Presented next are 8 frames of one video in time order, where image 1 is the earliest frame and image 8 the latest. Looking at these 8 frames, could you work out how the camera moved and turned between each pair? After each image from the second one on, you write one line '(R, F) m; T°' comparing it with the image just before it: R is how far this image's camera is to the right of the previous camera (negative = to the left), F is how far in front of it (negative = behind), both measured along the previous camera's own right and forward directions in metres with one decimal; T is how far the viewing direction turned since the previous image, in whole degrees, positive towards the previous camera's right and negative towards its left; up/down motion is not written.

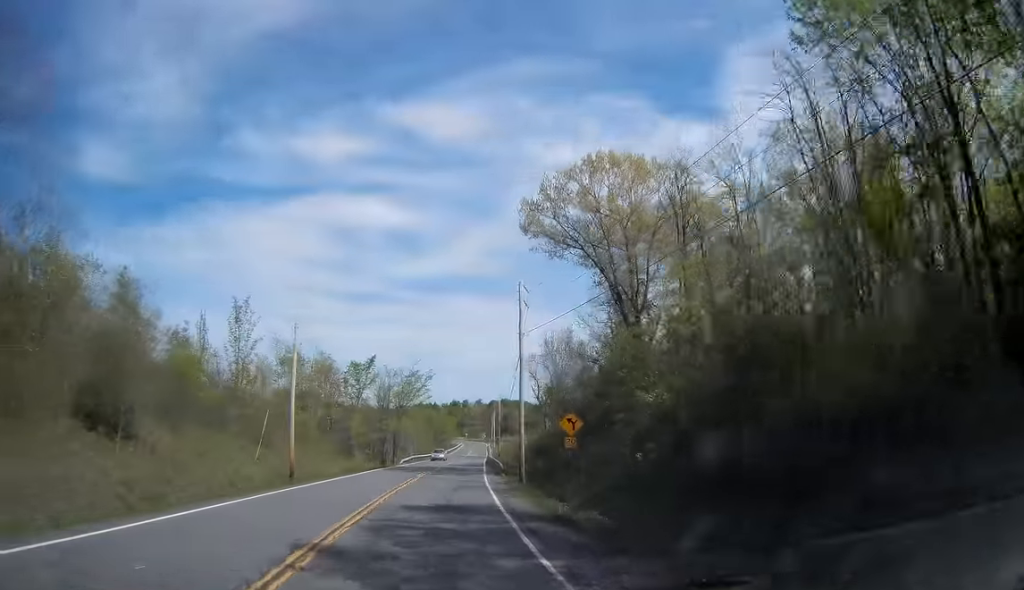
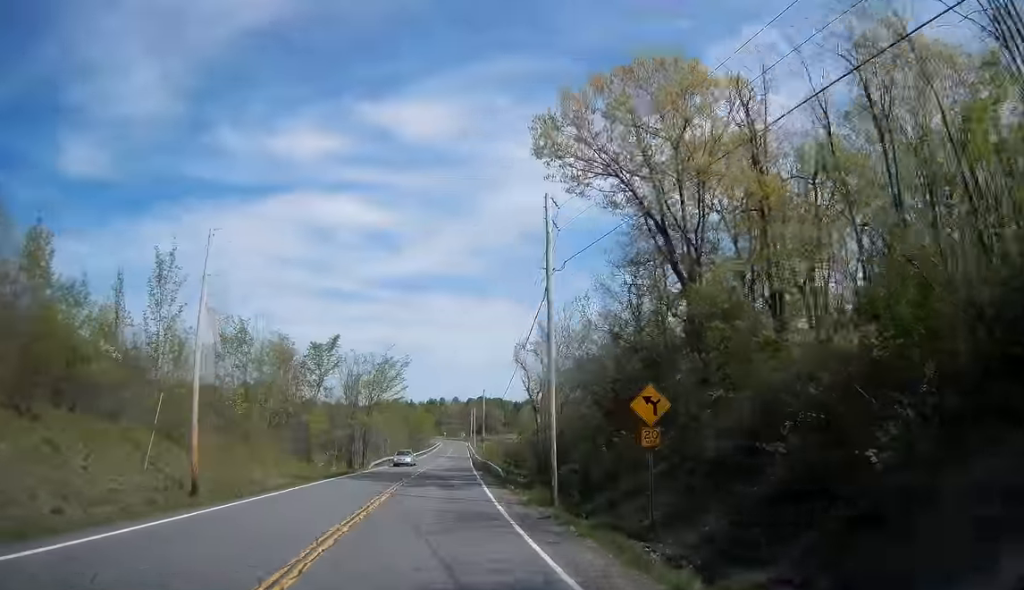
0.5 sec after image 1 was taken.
(+0.1, +12.3) m; +3°
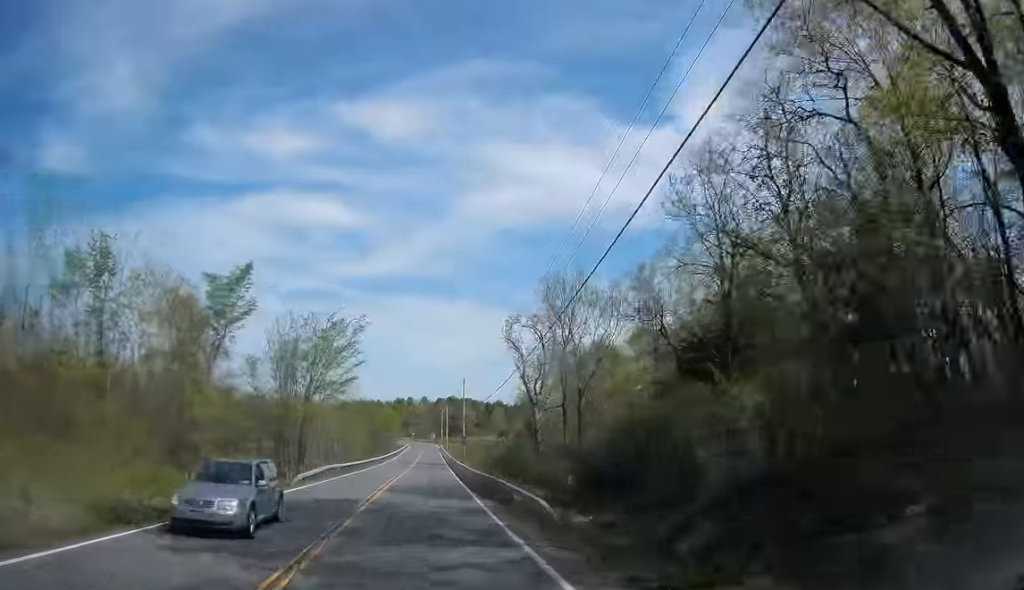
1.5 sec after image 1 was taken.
(+1.1, +21.1) m; +4°
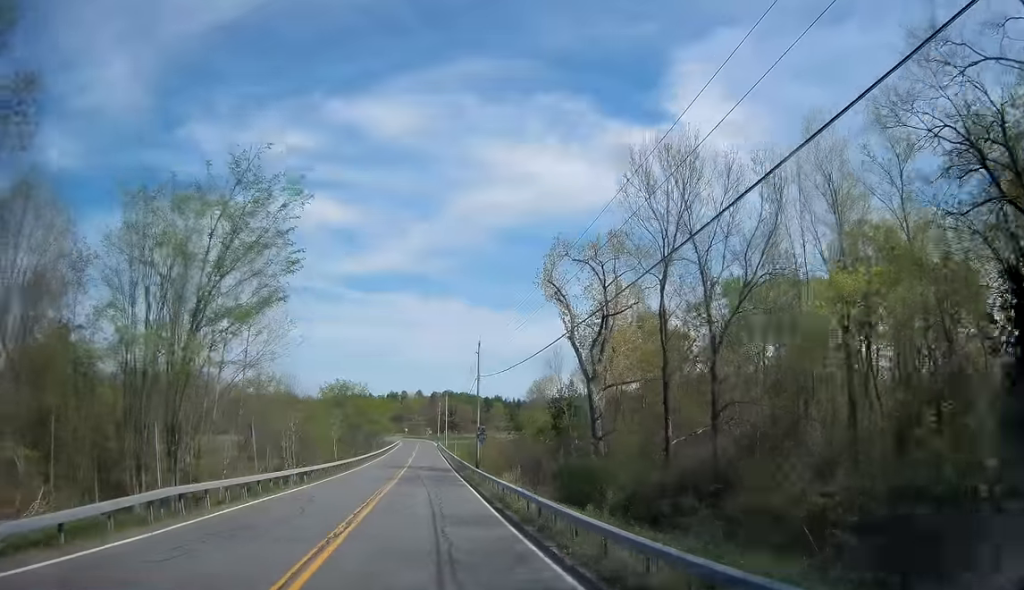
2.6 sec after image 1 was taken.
(+0.6, +24.2) m; +3°
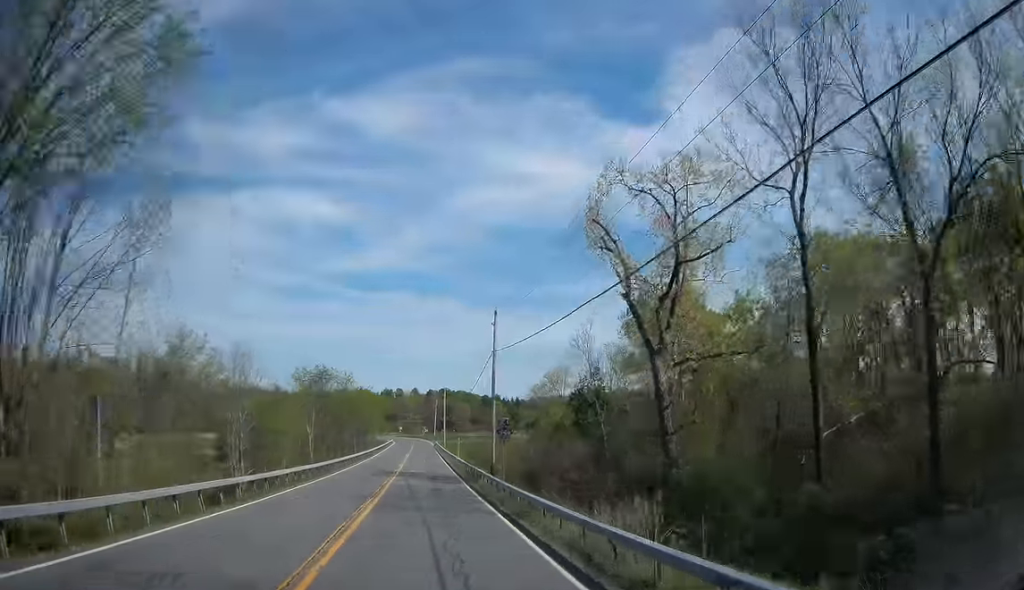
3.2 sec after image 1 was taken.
(+0.3, +13.1) m; +1°
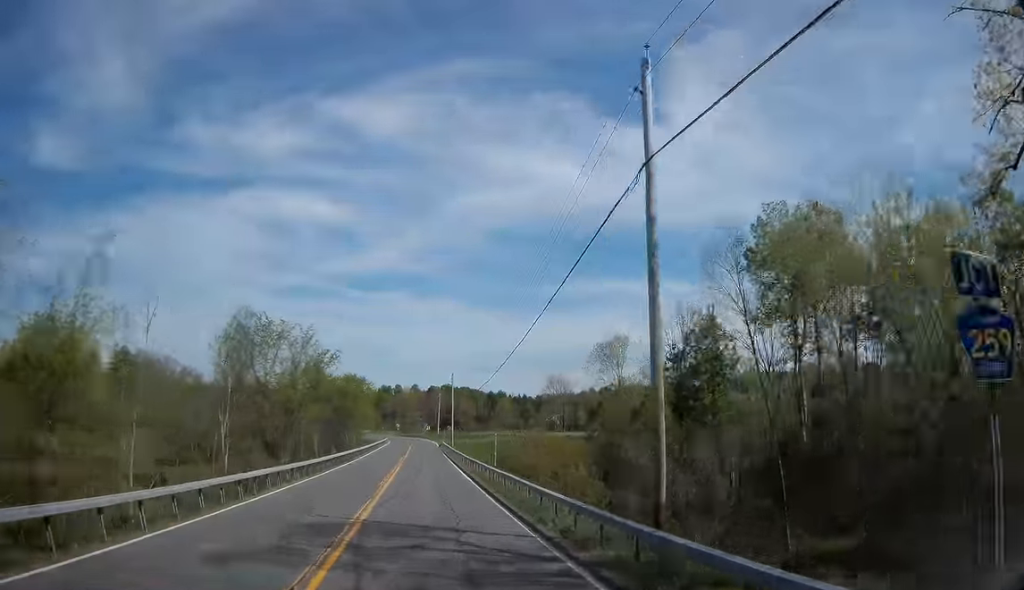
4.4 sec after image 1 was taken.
(+0.3, +26.1) m; +1°
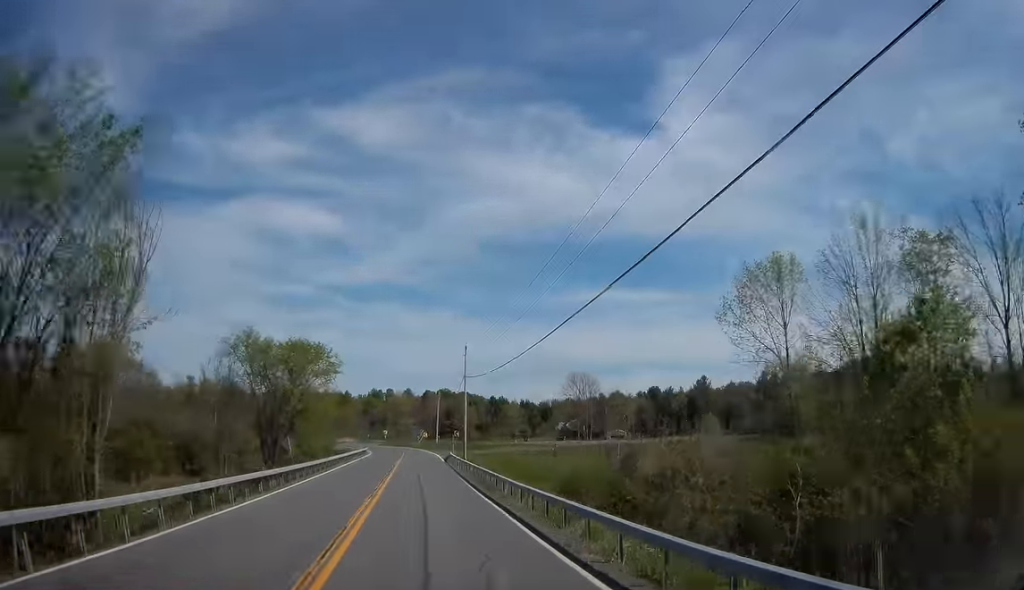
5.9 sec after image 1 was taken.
(+0.1, +32.5) m; +1°
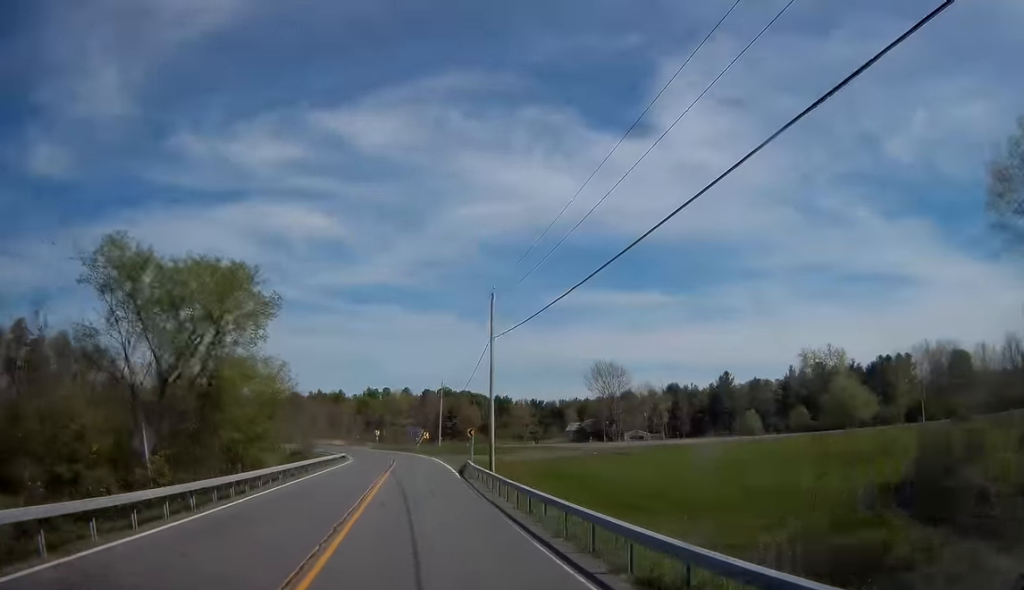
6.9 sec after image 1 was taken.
(+0.1, +22.1) m; 0°
